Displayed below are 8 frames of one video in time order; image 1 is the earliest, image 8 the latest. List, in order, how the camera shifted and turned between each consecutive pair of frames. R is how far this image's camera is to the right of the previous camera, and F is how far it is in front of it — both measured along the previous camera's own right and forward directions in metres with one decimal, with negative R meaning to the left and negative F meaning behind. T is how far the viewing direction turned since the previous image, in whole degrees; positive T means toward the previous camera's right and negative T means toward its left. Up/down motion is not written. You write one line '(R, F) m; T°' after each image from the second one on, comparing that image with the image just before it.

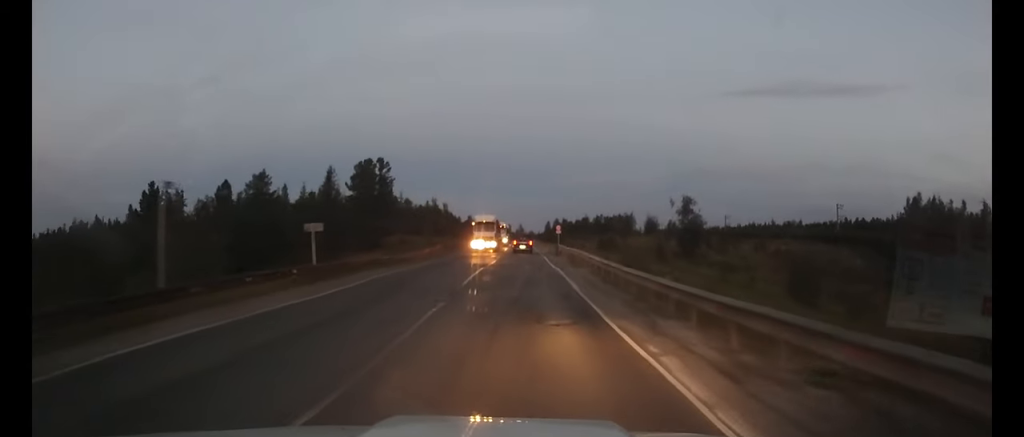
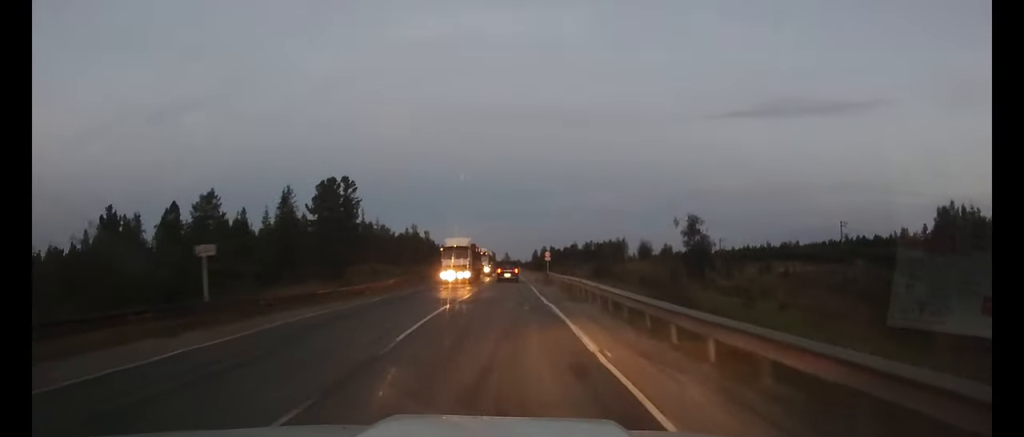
(0.0, +9.6) m; 0°
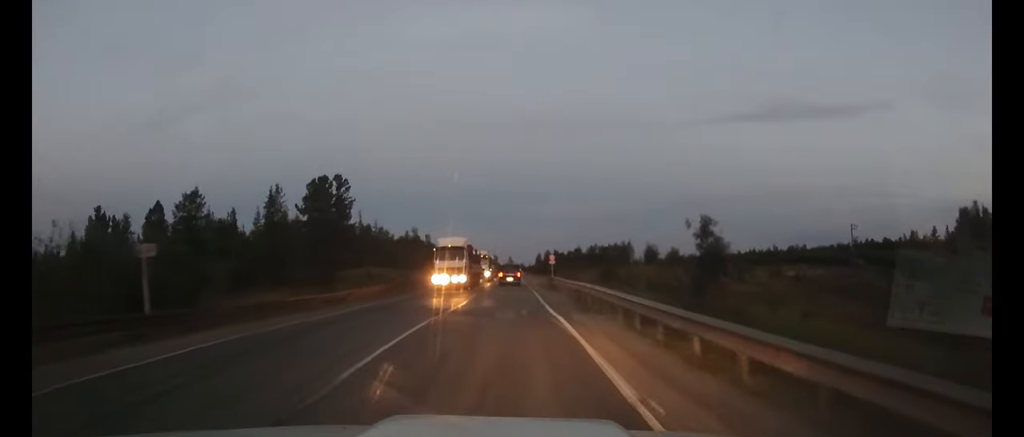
(0.0, +4.0) m; 0°
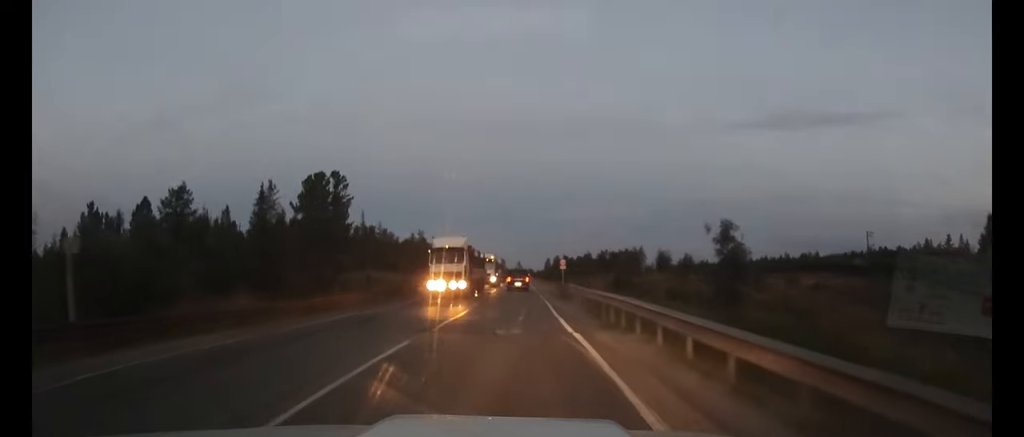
(0.0, +4.1) m; 0°
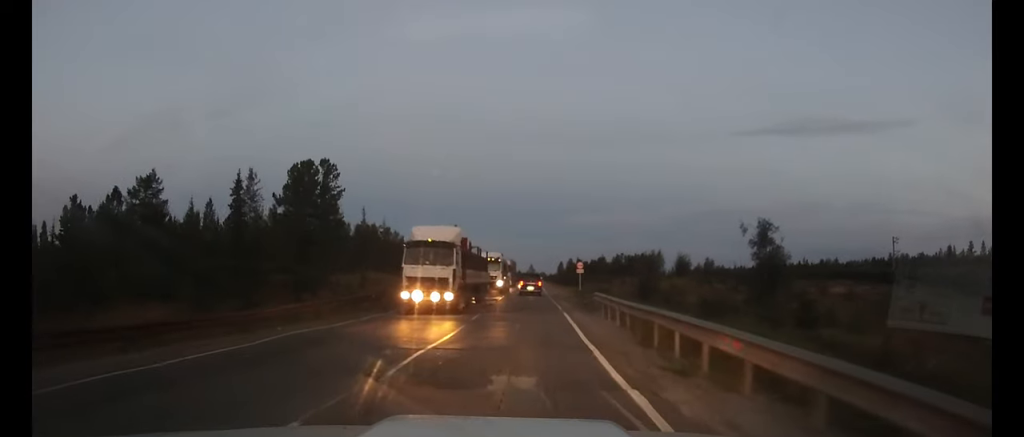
(0.0, +7.3) m; -1°
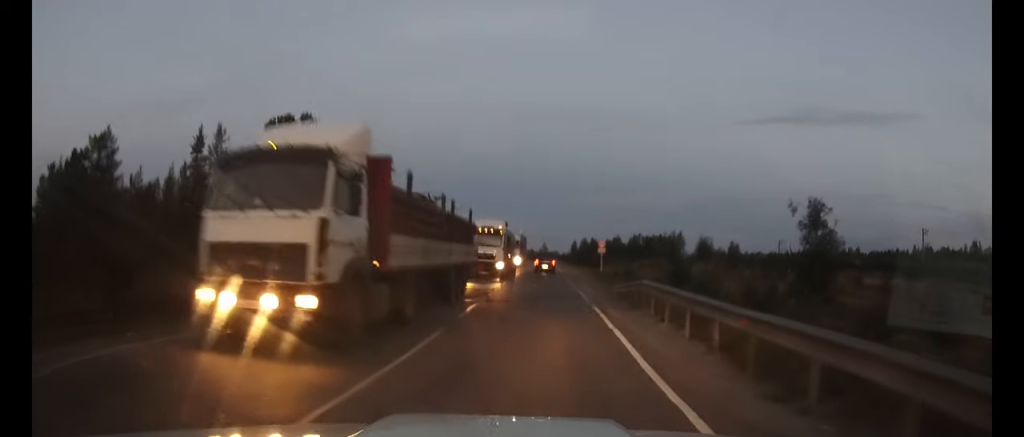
(-0.2, +9.6) m; -1°
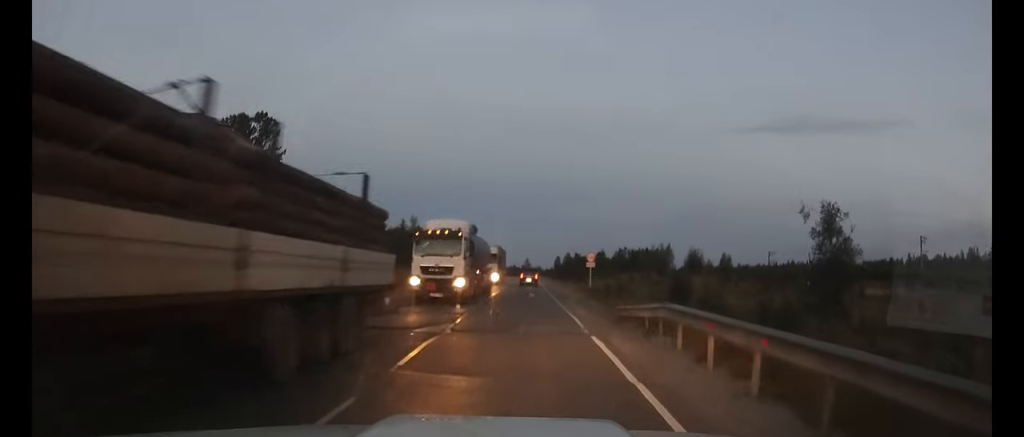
(+0.1, +5.7) m; +1°
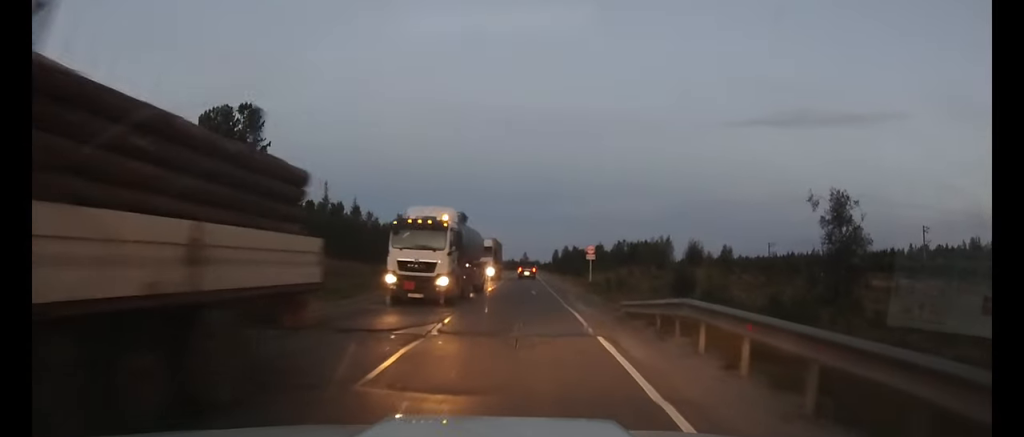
(0.0, +1.7) m; 0°
